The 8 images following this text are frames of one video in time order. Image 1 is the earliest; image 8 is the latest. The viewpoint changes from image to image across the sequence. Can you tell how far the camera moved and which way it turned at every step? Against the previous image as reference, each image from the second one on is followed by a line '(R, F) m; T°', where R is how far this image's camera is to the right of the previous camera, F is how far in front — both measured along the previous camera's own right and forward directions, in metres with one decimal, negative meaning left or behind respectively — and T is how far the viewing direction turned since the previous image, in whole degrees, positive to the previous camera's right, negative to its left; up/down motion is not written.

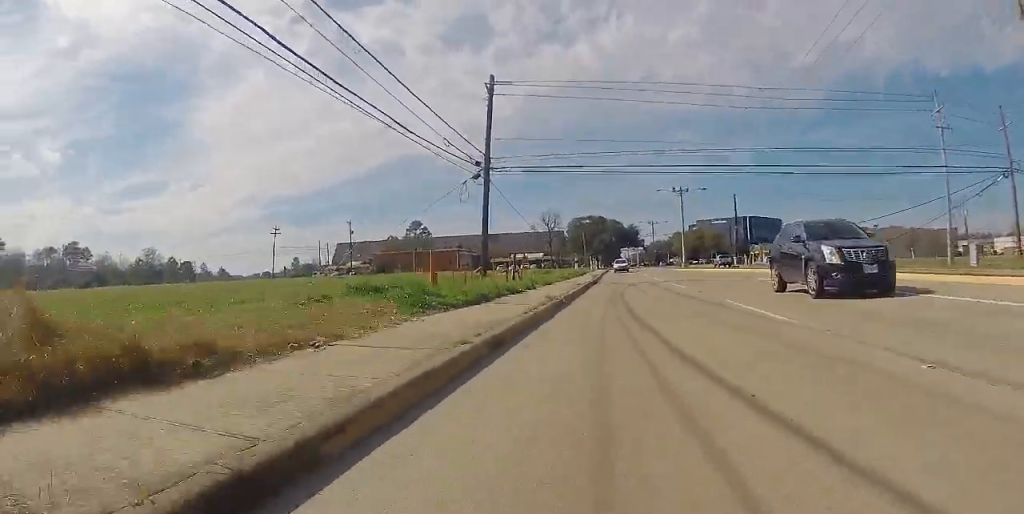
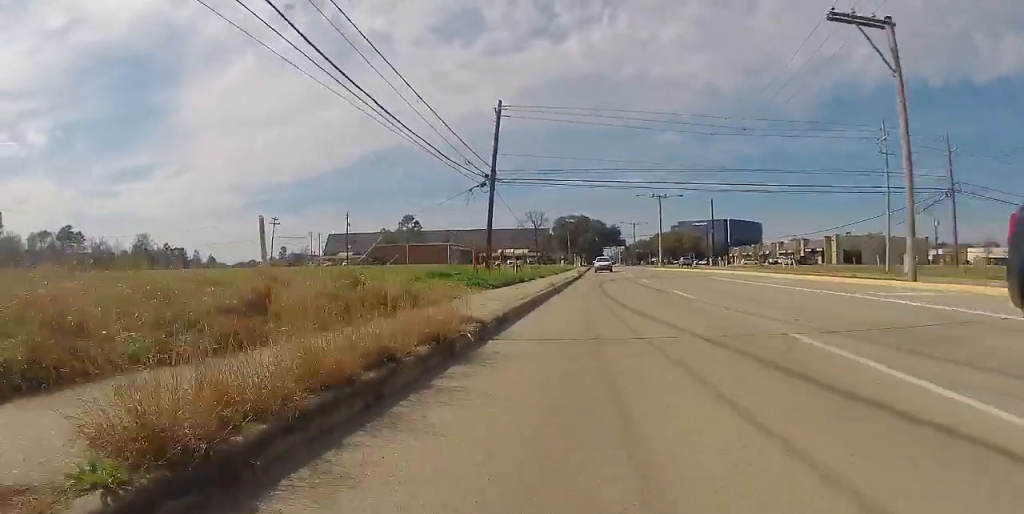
(0.0, +6.4) m; -2°
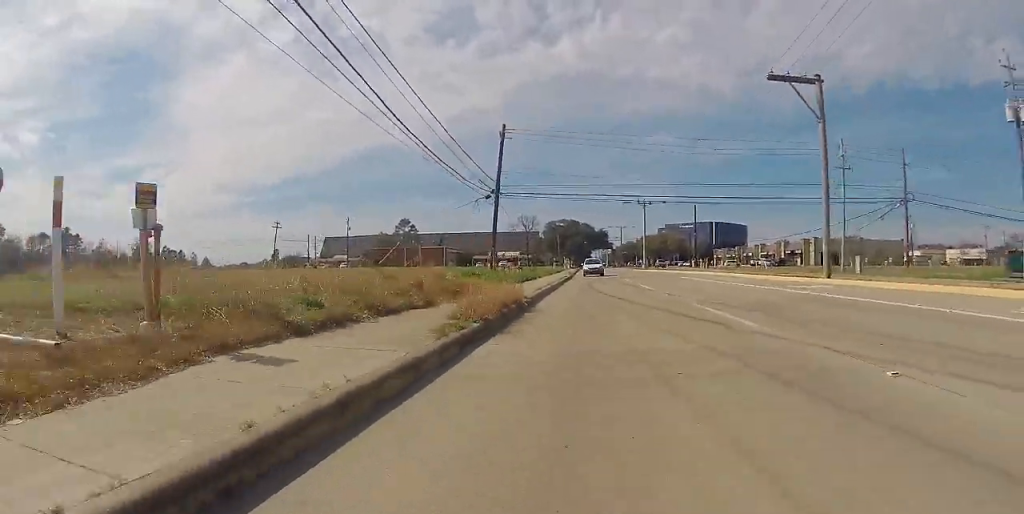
(-0.2, +6.0) m; 0°
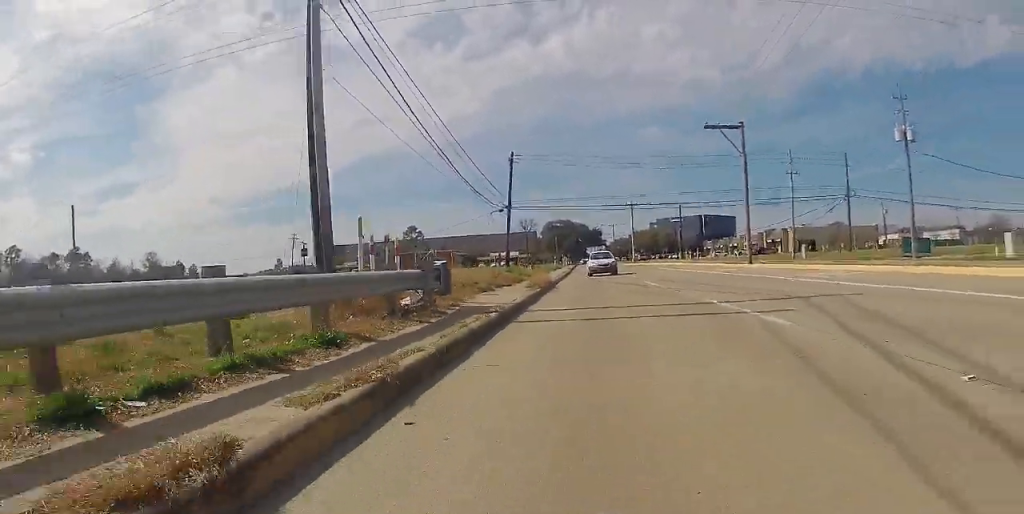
(+0.4, +10.4) m; +1°
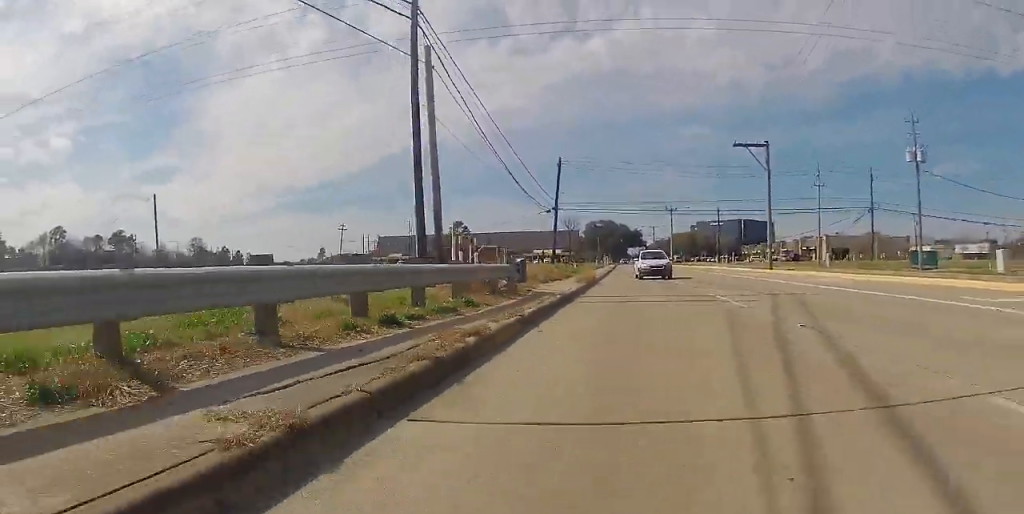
(-0.2, +4.1) m; -2°
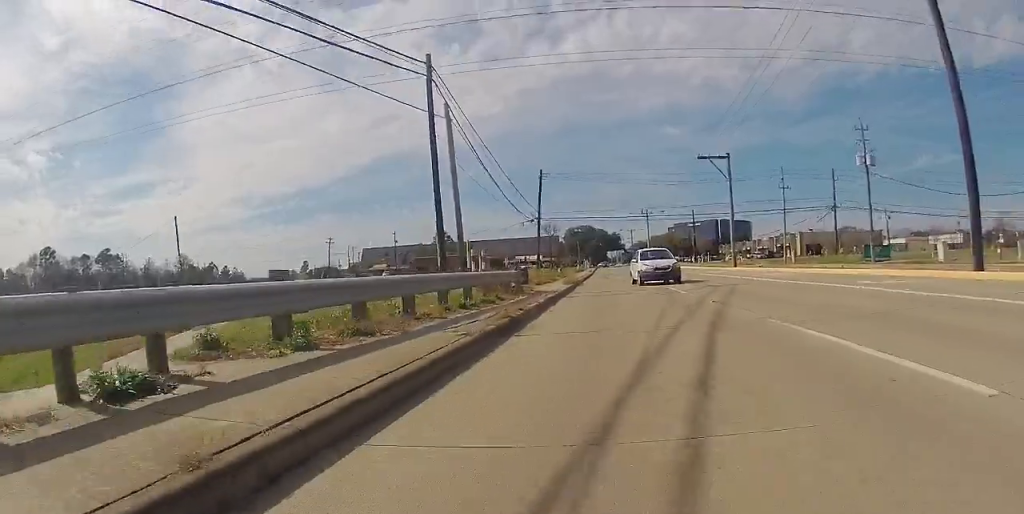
(-0.1, +4.5) m; -1°
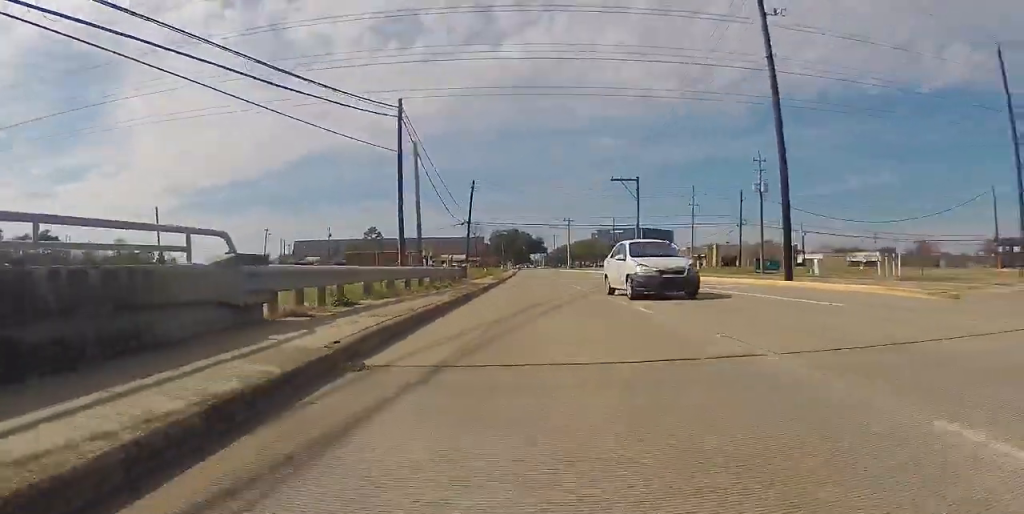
(0.0, +7.0) m; 0°
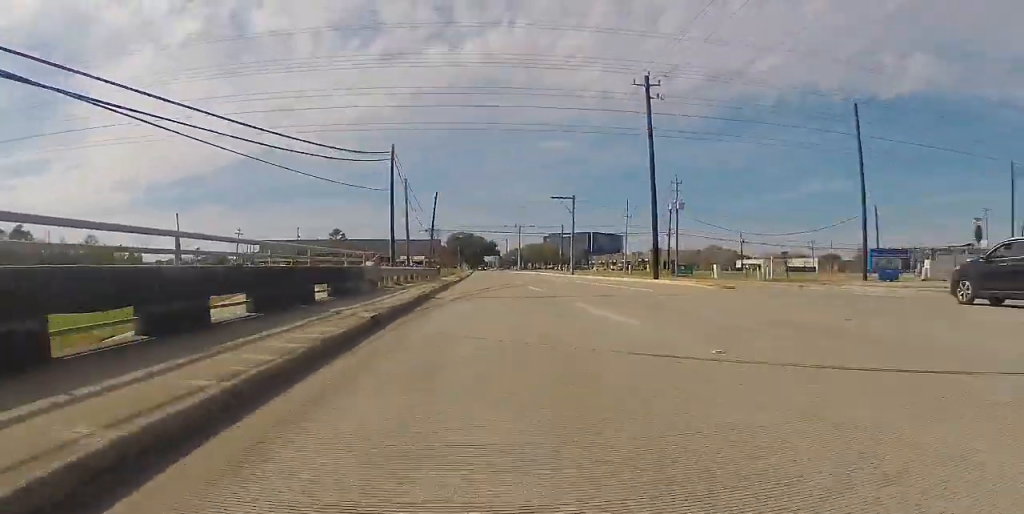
(+0.1, +11.4) m; +3°
